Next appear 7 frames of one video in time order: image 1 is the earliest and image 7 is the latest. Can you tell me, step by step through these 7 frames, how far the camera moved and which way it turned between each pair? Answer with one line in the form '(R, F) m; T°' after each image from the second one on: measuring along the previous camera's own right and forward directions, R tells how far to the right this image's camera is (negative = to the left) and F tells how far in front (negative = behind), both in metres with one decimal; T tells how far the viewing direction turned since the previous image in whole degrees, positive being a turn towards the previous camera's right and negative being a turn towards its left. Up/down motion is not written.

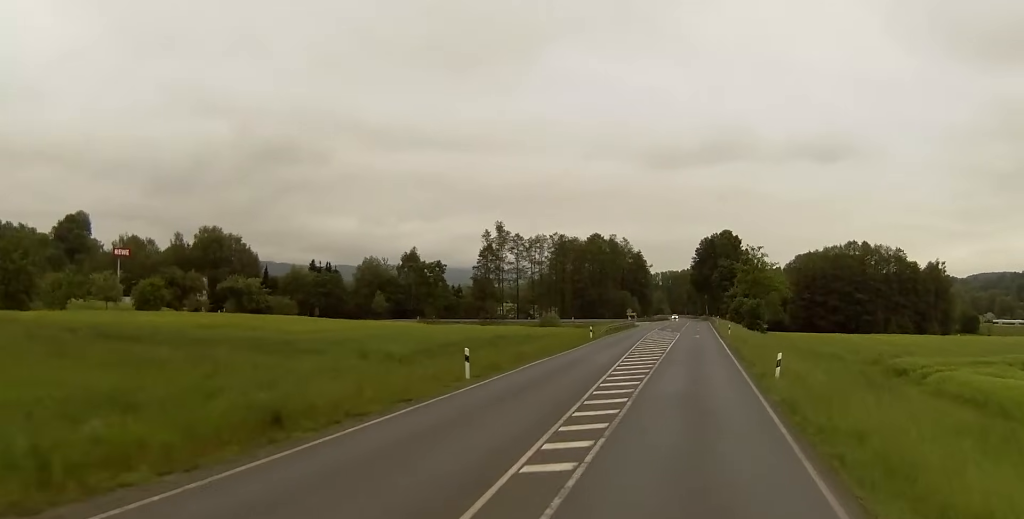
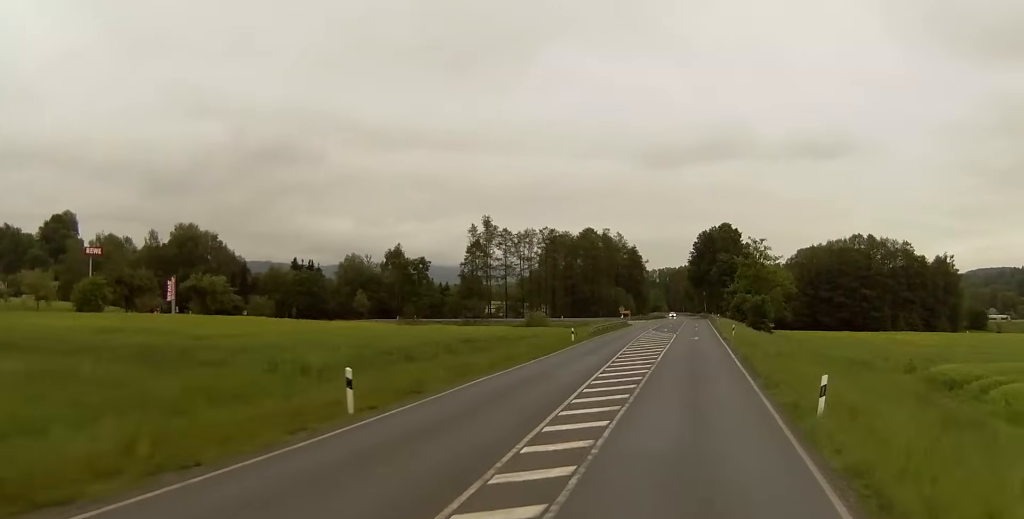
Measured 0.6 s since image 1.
(0.0, +10.0) m; +1°
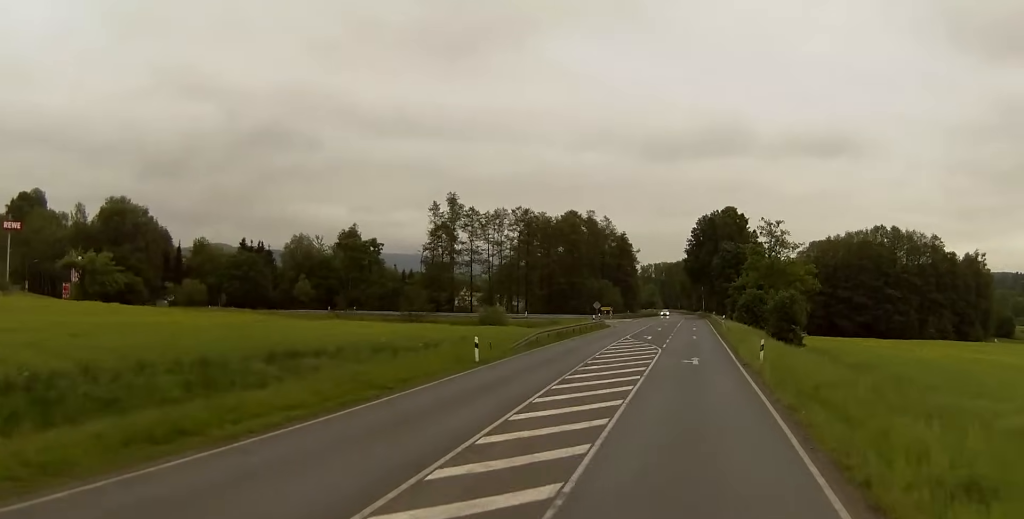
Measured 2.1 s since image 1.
(+0.8, +27.2) m; +2°
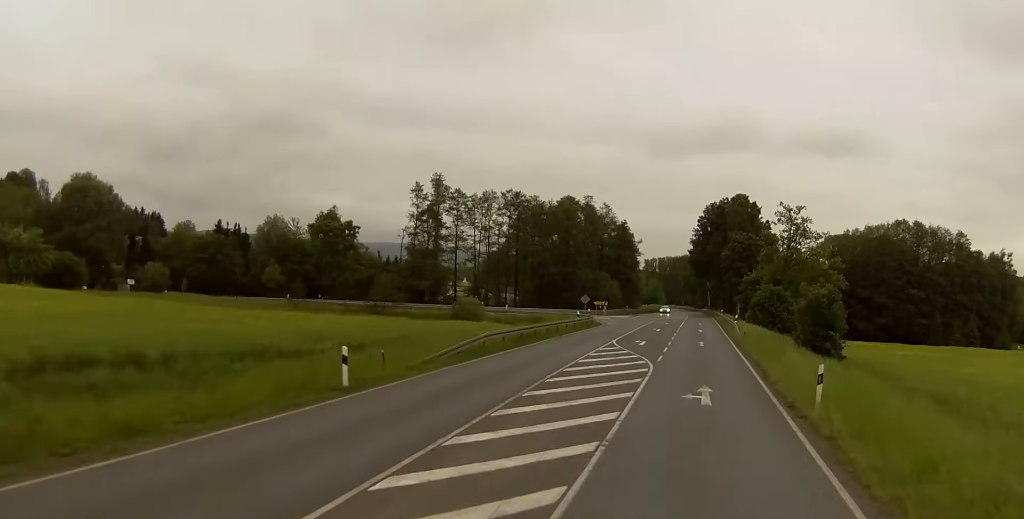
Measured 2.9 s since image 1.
(+0.1, +14.3) m; -1°
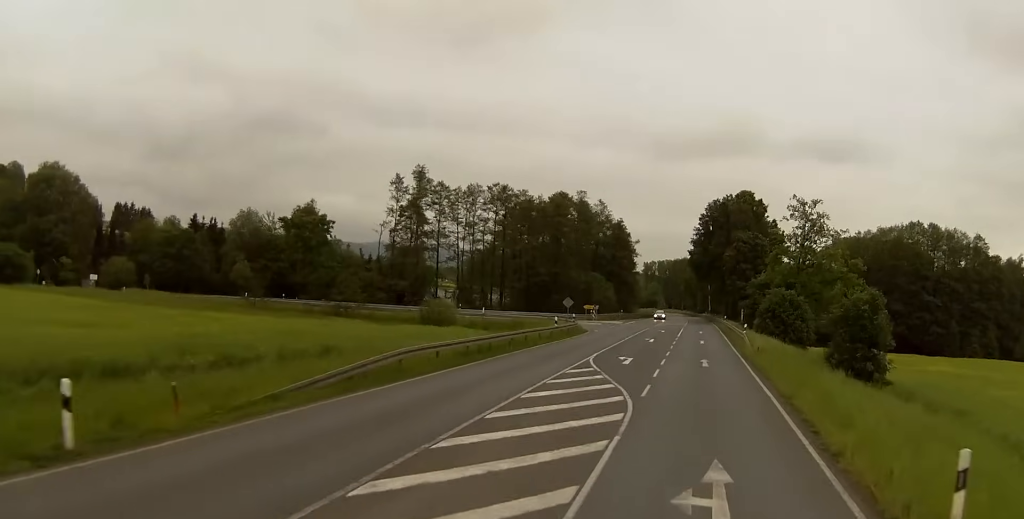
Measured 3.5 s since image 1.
(-0.2, +10.8) m; 0°
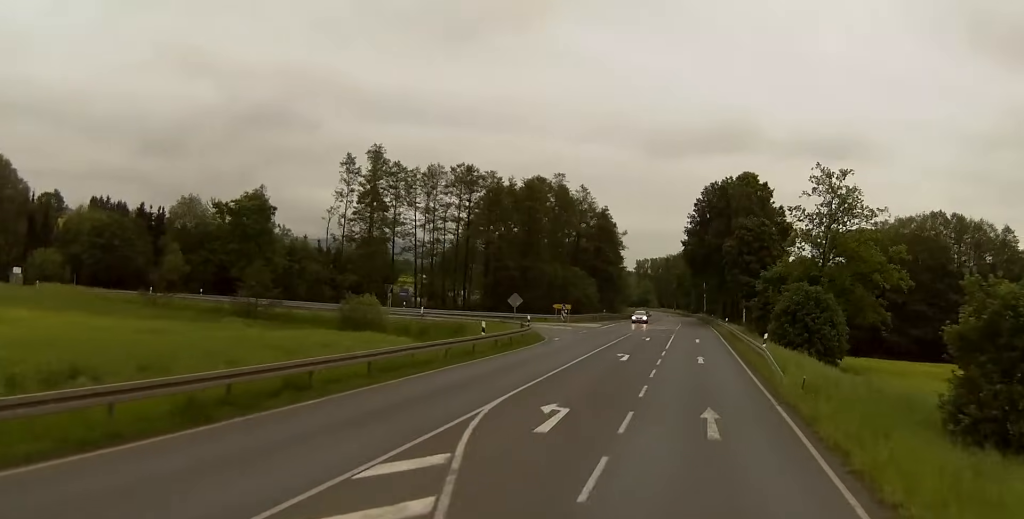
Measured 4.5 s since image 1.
(0.0, +18.1) m; 0°
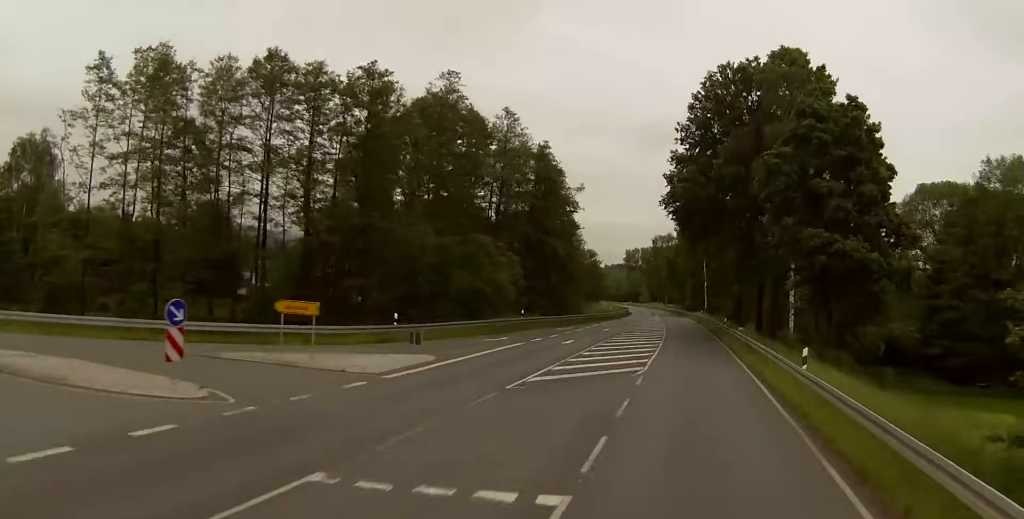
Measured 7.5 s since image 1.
(+0.6, +55.5) m; +1°
